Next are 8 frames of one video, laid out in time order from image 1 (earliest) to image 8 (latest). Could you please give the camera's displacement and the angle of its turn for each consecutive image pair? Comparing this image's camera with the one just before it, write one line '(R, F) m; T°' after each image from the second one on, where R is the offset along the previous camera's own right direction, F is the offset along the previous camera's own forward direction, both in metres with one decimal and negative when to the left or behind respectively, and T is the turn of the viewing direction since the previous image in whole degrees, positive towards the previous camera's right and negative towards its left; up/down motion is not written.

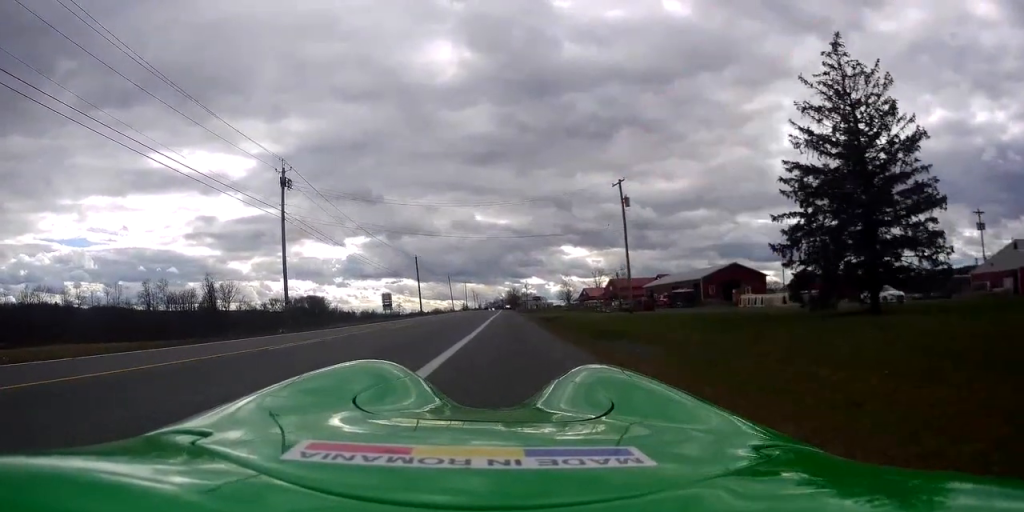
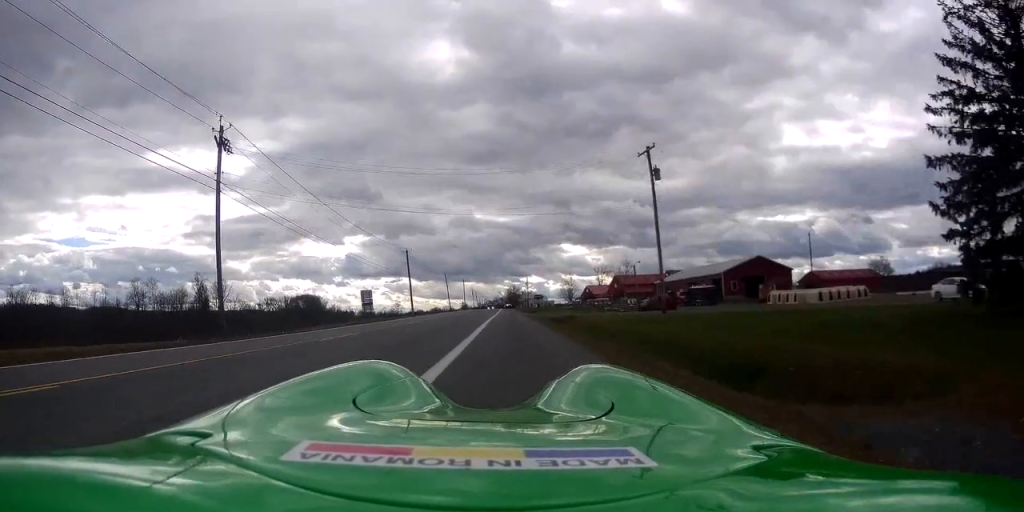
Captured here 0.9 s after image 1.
(+0.2, +9.4) m; +2°
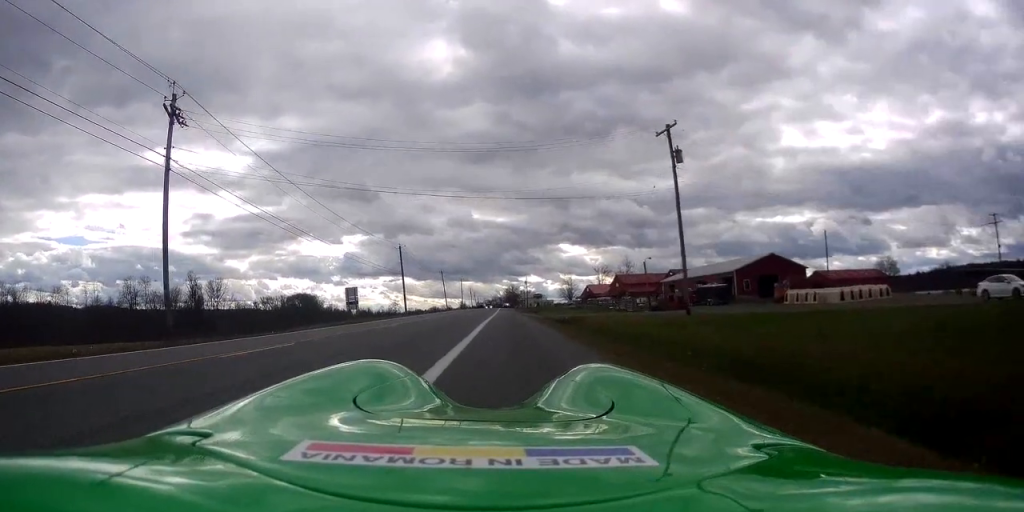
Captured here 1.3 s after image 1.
(0.0, +4.9) m; 0°
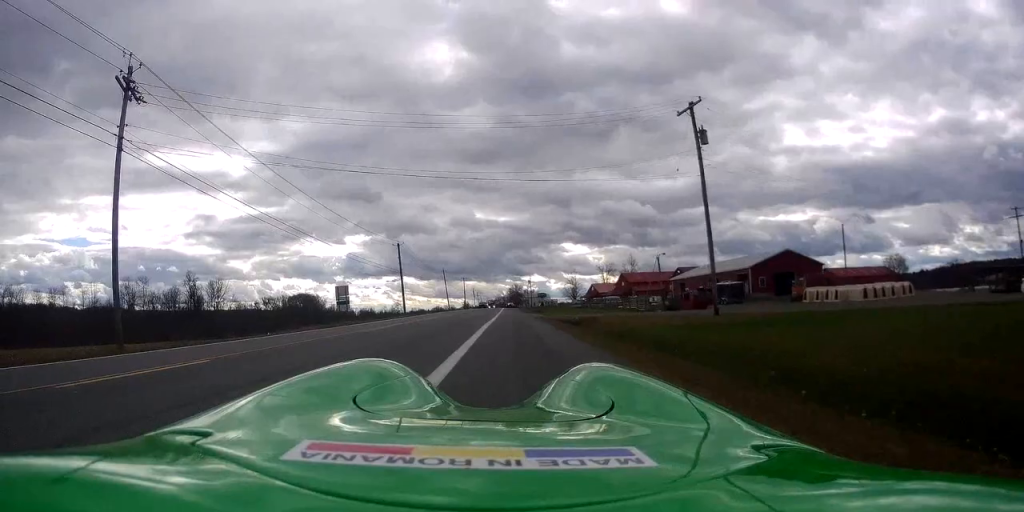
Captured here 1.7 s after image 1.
(+0.1, +3.9) m; -1°
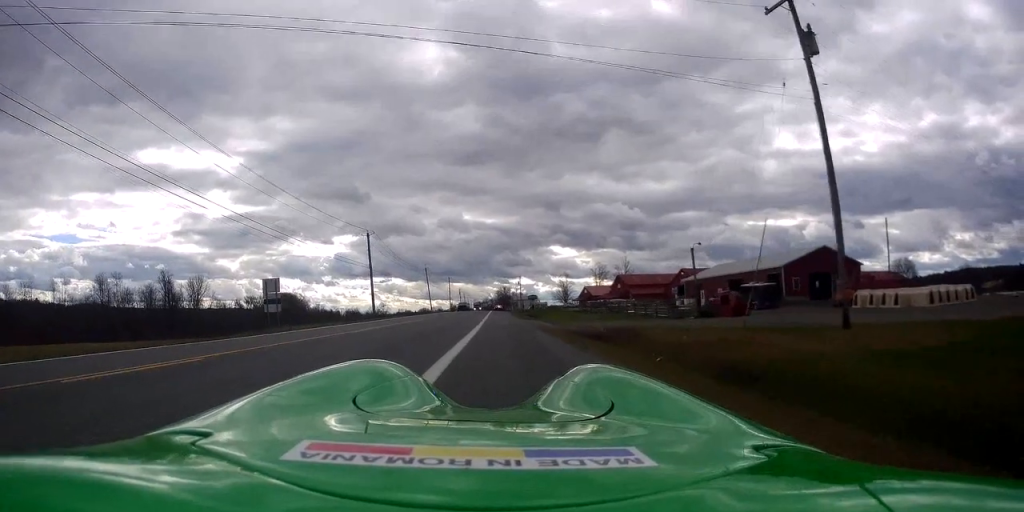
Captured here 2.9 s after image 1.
(-0.3, +12.1) m; -1°
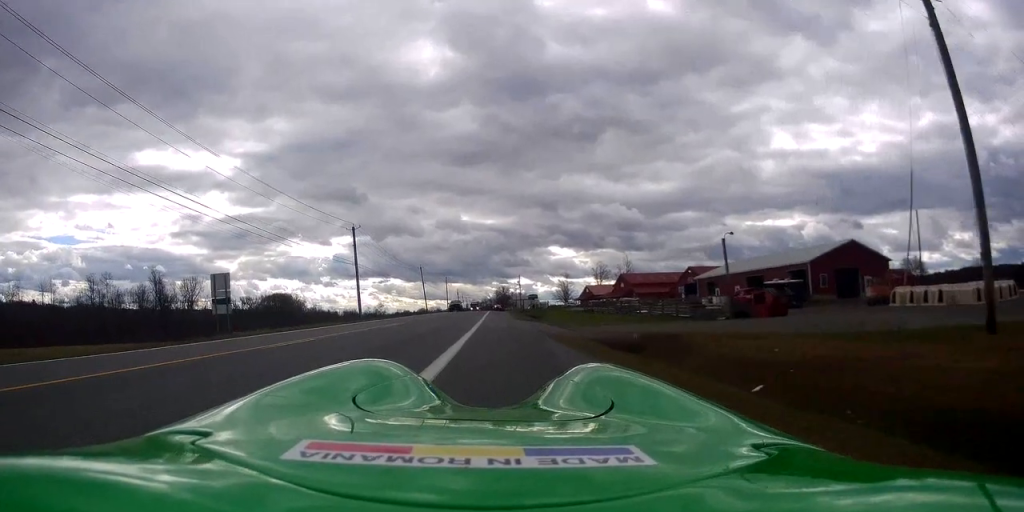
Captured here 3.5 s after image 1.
(+0.1, +6.0) m; +1°
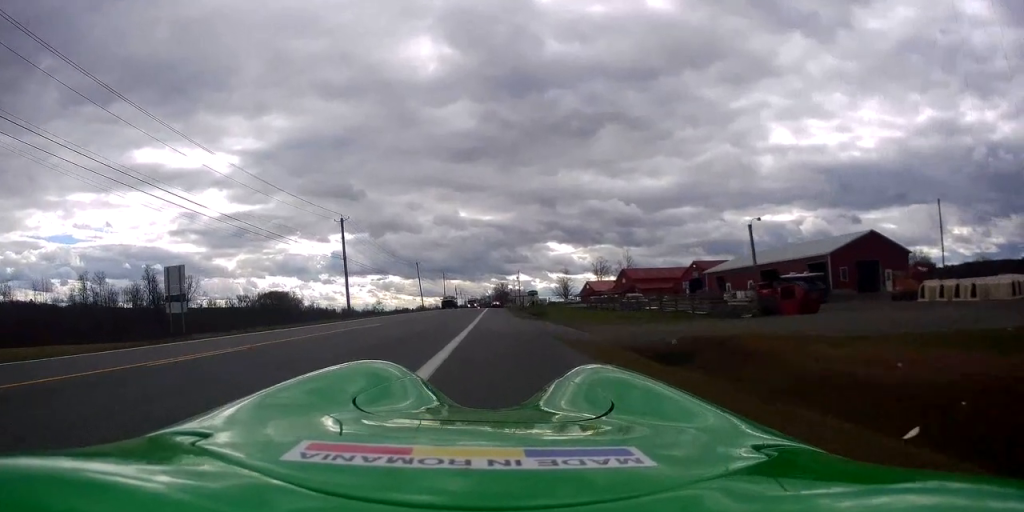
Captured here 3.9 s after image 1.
(+0.1, +4.2) m; +1°
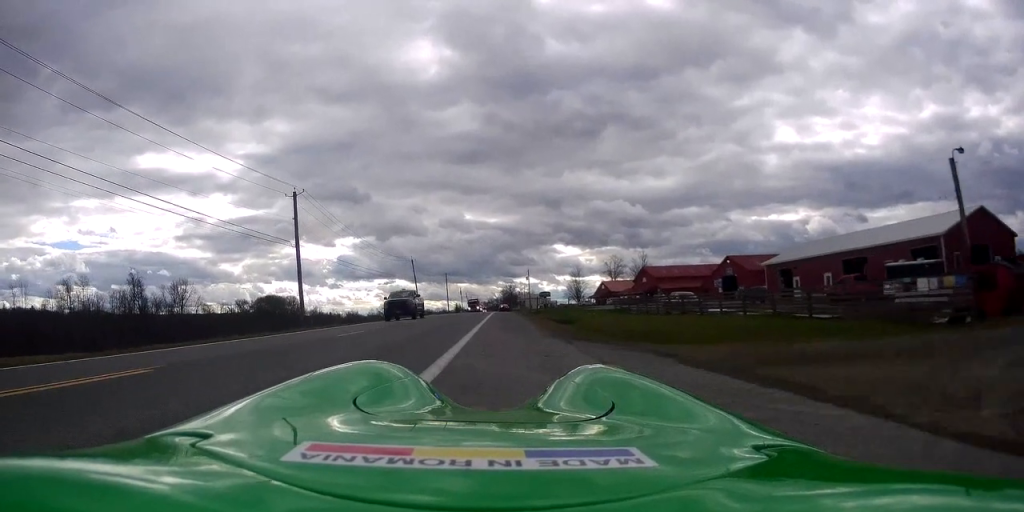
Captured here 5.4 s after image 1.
(0.0, +15.4) m; -1°
